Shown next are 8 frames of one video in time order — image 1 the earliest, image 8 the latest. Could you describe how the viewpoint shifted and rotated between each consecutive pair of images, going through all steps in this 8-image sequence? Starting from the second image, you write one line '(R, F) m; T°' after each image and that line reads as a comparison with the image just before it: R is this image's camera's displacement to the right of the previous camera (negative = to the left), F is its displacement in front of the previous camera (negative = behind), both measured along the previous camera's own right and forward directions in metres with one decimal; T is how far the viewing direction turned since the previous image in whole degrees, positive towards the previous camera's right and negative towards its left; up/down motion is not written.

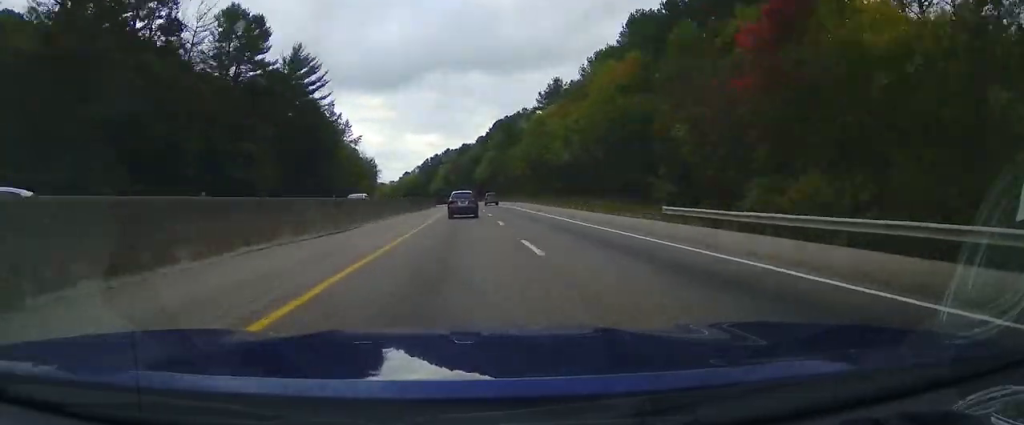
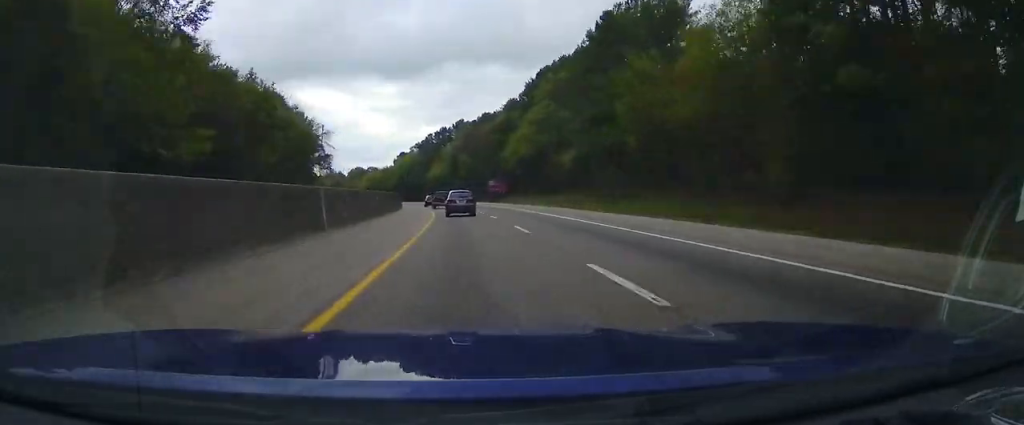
(+5.6, +110.9) m; -2°
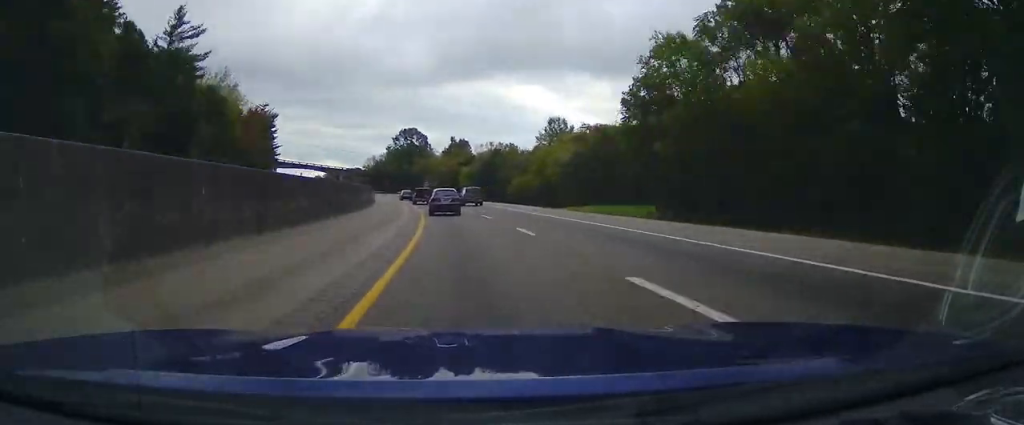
(-40.8, +270.6) m; -21°
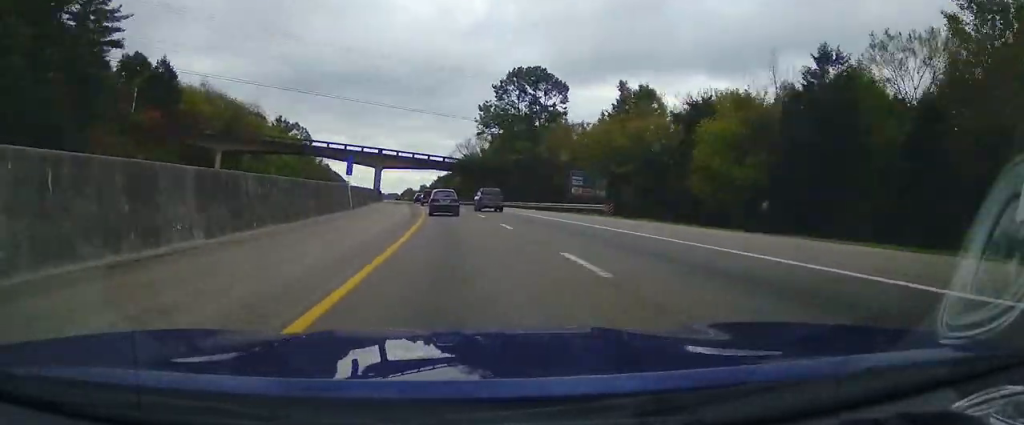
(-11.9, +103.3) m; -11°
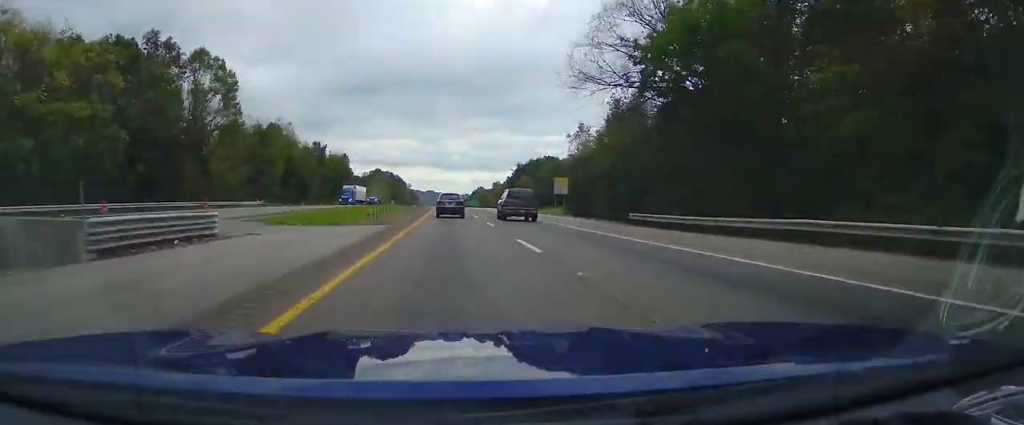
(-8.4, +97.3) m; -6°
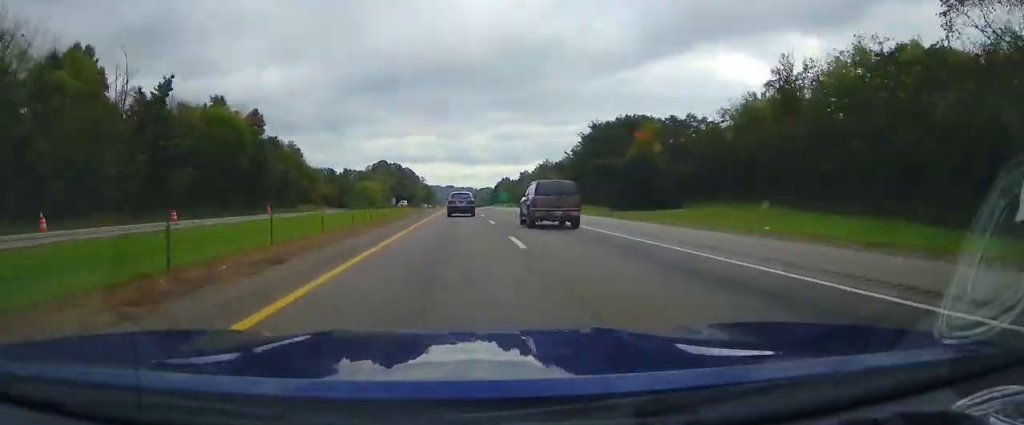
(-3.0, +88.4) m; -1°
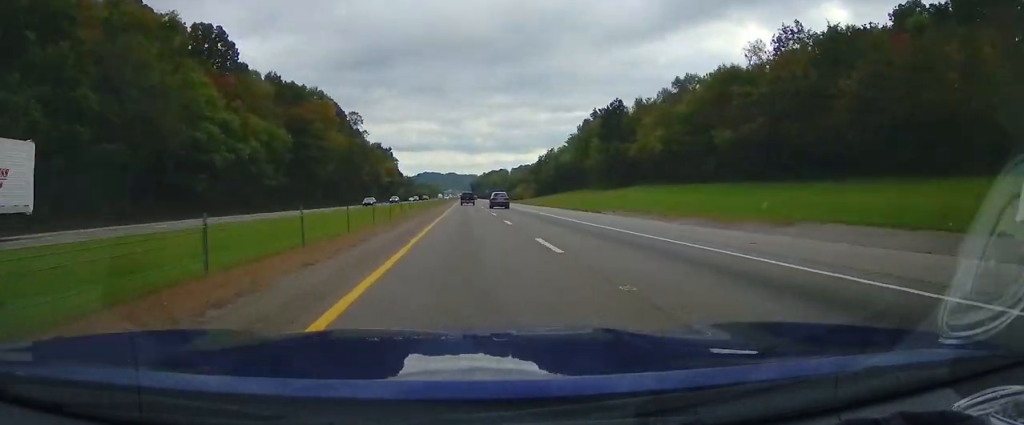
(-0.2, +362.3) m; 0°
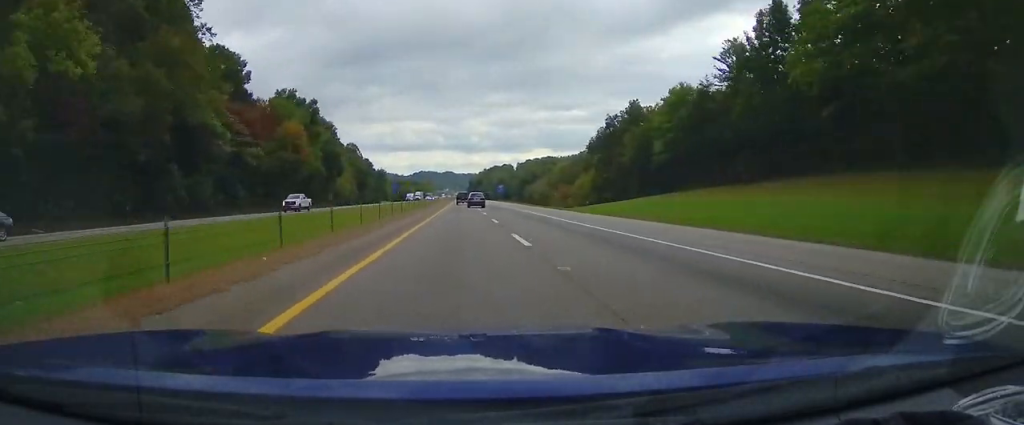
(+0.6, +127.7) m; 0°
